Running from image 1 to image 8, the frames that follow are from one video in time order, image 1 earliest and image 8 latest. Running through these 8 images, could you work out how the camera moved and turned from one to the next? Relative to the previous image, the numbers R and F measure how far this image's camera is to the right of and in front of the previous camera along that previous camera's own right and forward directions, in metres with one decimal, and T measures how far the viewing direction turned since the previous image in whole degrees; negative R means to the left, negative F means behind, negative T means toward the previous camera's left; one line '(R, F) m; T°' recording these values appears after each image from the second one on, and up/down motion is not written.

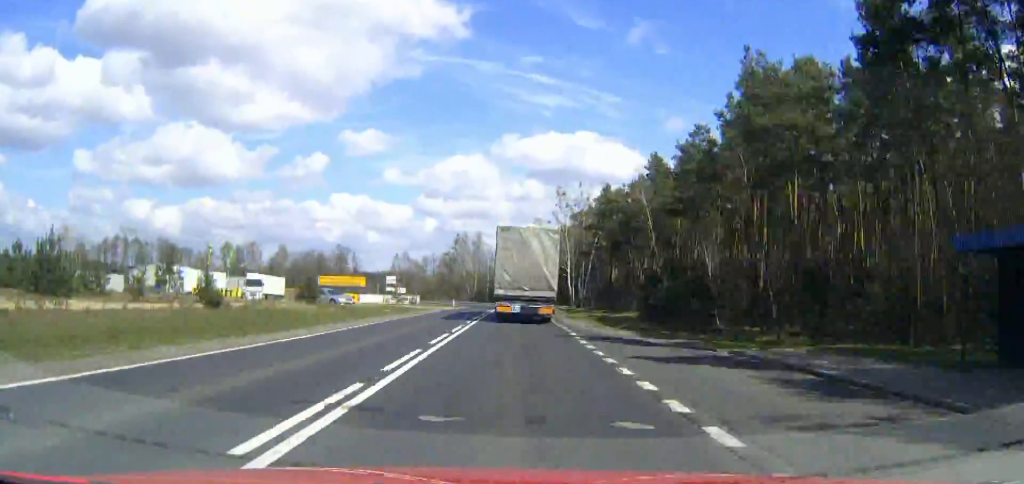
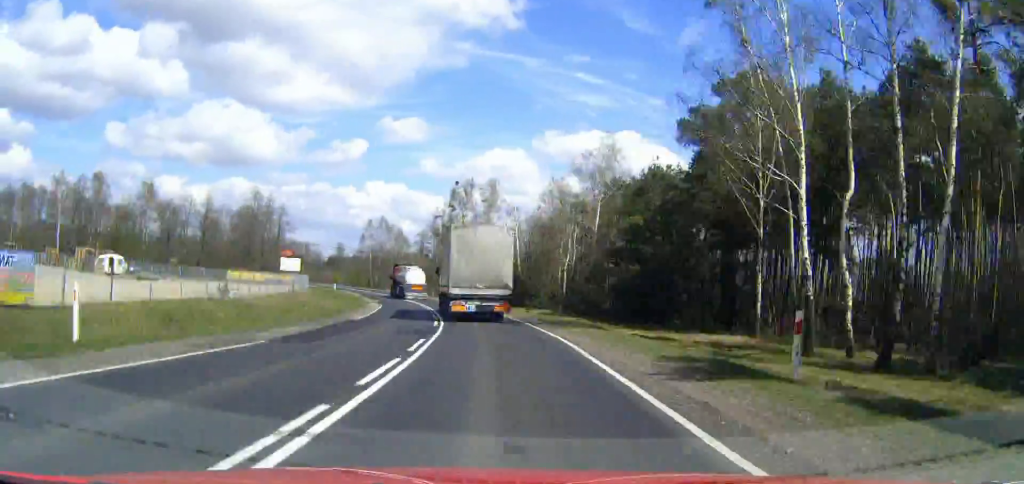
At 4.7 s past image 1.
(-3.7, +91.4) m; -9°
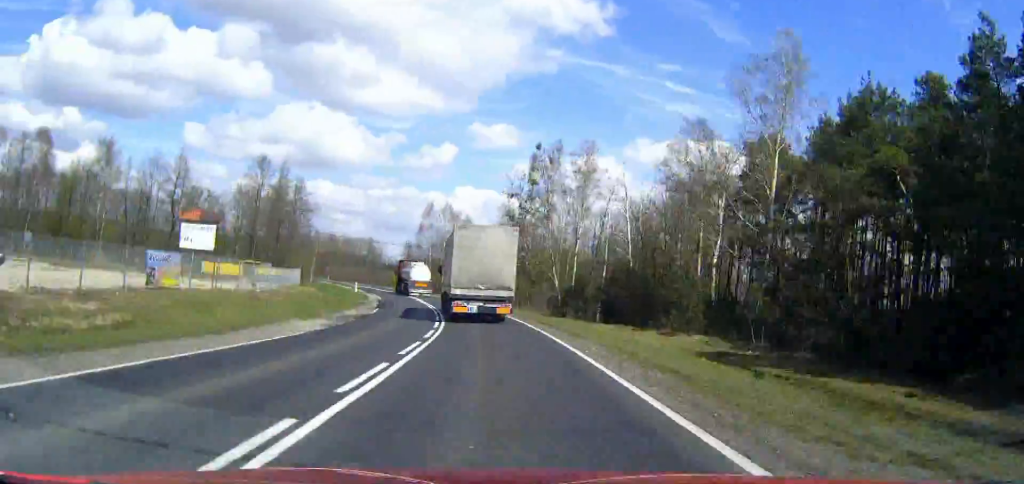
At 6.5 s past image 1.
(-2.2, +35.5) m; -6°
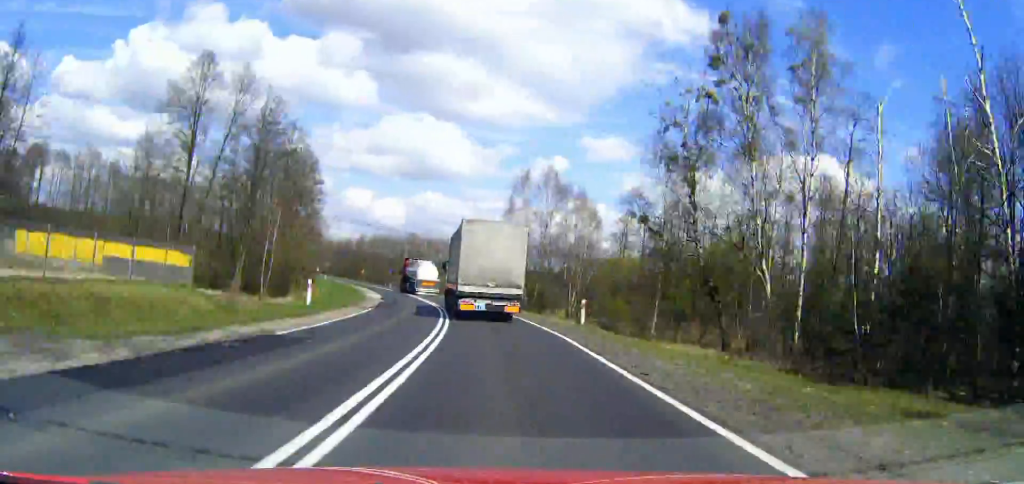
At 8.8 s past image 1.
(-3.5, +45.3) m; -8°
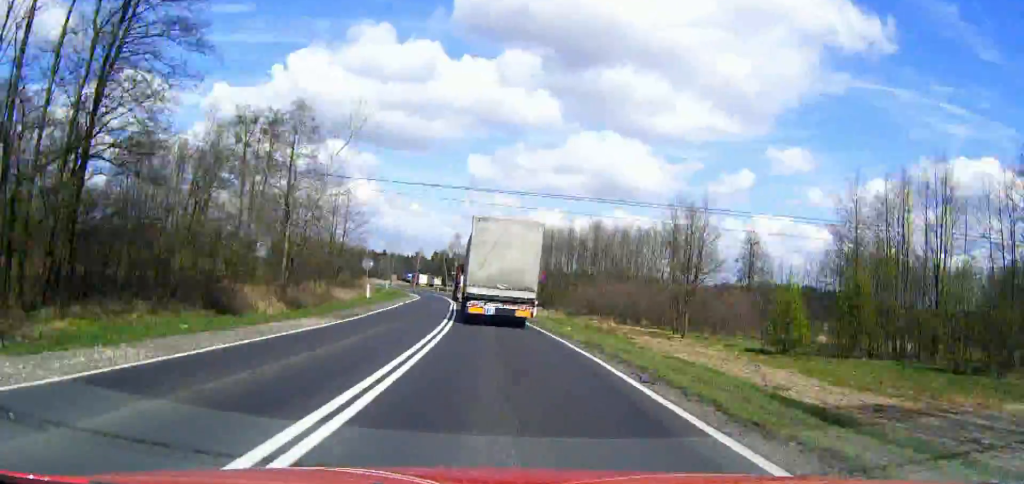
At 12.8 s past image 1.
(-8.8, +79.0) m; -11°
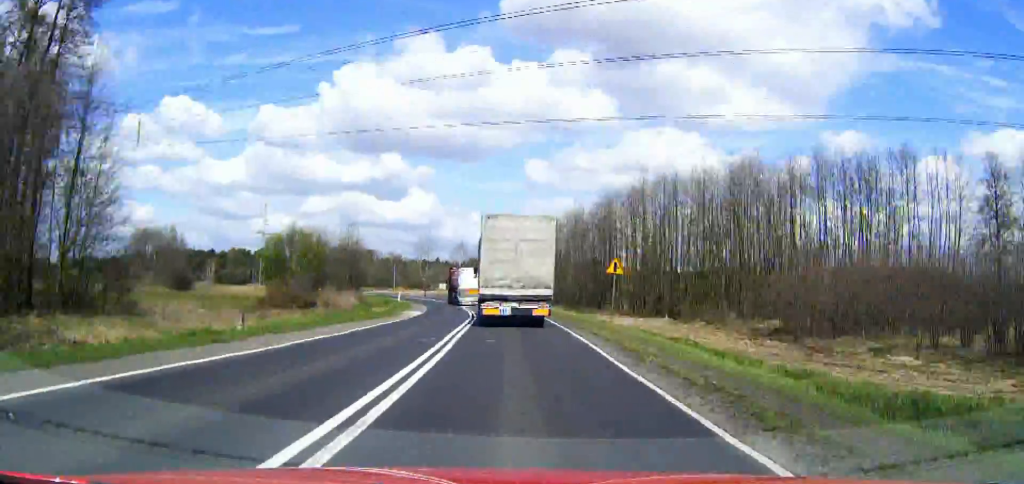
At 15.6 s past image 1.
(-2.6, +55.5) m; -6°
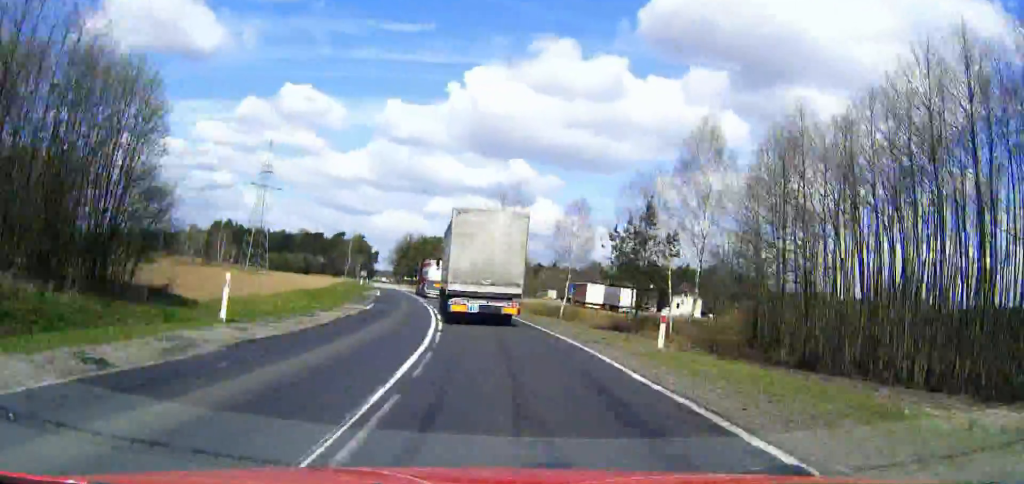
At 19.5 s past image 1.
(-6.5, +76.5) m; -10°
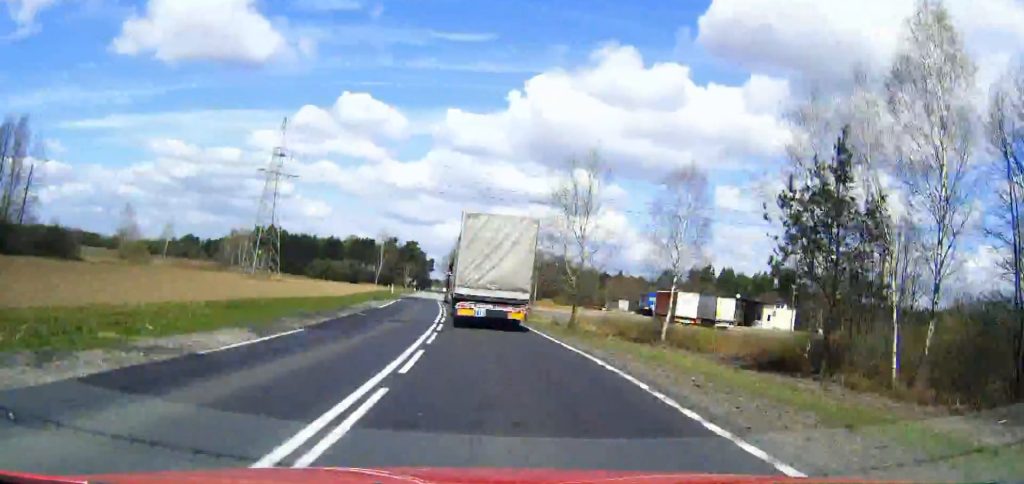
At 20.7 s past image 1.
(-1.6, +23.4) m; -2°
